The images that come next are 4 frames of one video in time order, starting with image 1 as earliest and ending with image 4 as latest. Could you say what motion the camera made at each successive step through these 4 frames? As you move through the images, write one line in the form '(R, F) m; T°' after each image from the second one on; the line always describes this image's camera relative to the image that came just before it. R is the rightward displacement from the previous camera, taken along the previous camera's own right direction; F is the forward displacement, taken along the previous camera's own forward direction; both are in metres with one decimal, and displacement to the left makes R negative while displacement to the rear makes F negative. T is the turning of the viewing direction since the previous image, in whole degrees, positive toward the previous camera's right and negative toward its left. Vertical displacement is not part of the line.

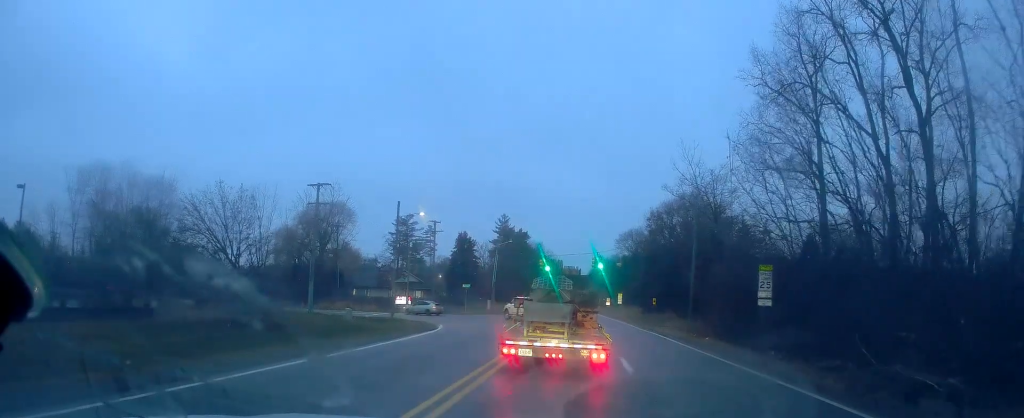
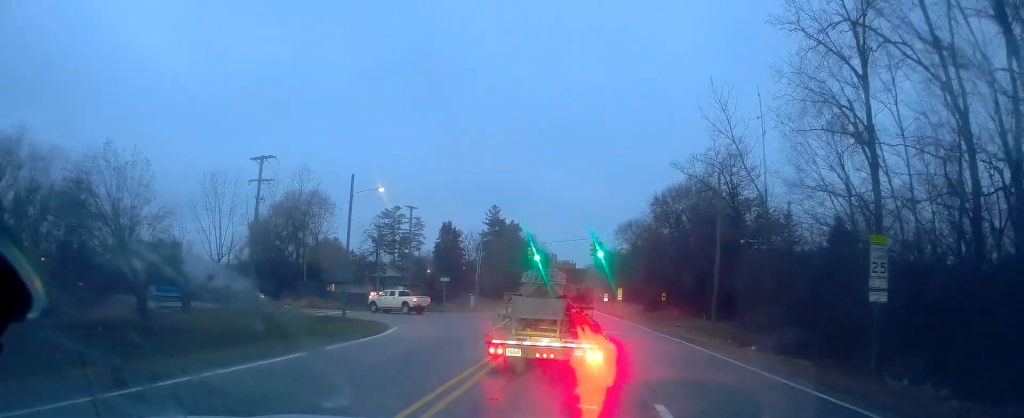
(+1.0, +7.5) m; +5°
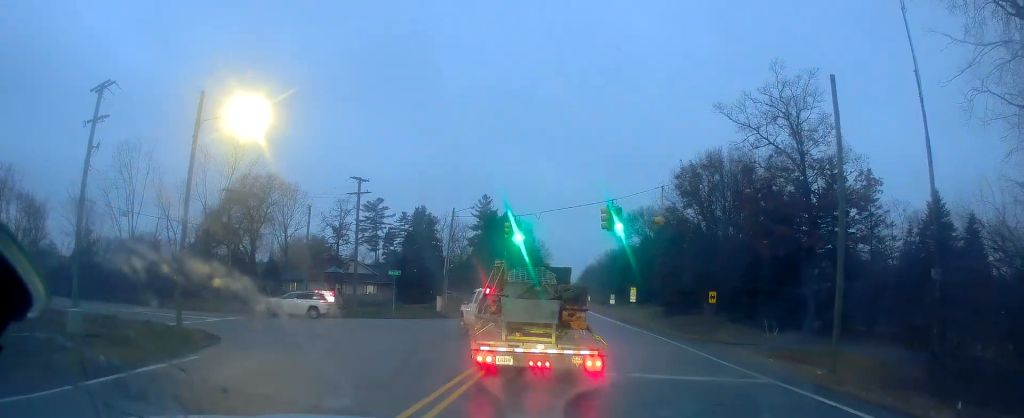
(-1.2, +19.9) m; +3°
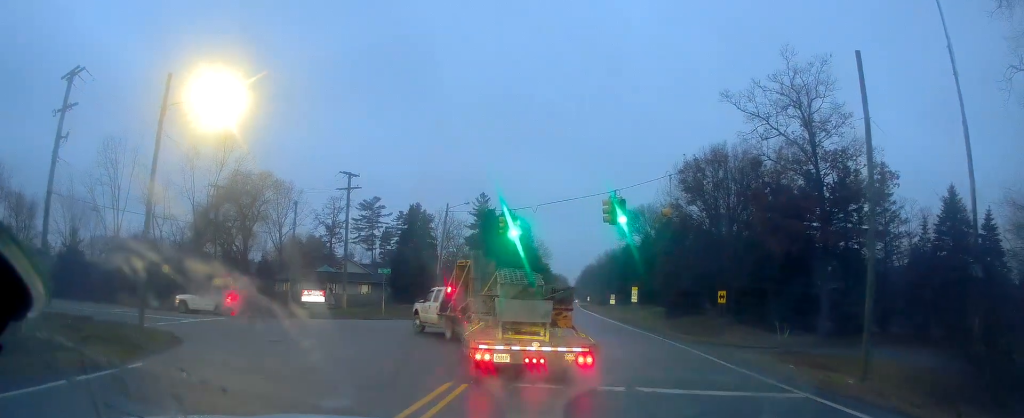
(0.0, +1.9) m; 0°
